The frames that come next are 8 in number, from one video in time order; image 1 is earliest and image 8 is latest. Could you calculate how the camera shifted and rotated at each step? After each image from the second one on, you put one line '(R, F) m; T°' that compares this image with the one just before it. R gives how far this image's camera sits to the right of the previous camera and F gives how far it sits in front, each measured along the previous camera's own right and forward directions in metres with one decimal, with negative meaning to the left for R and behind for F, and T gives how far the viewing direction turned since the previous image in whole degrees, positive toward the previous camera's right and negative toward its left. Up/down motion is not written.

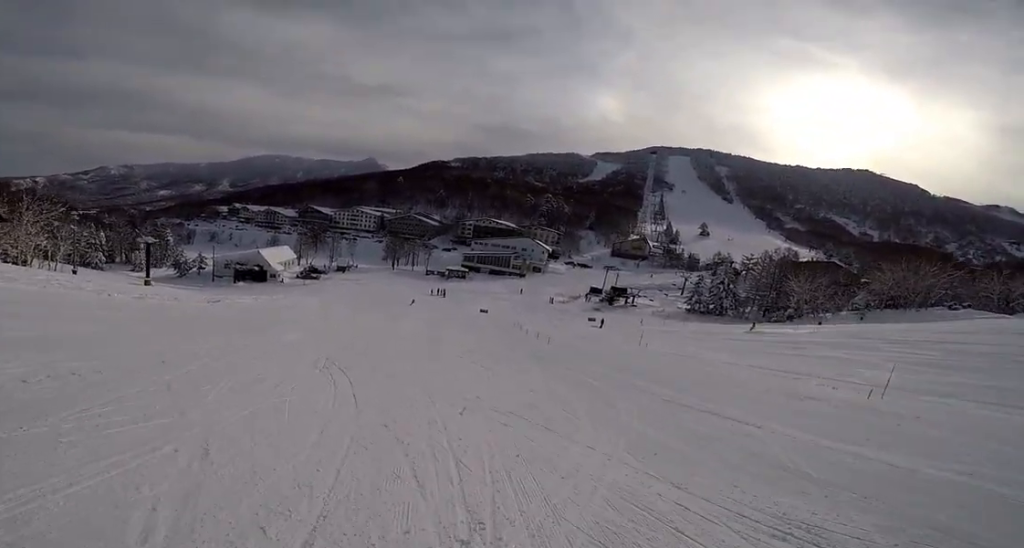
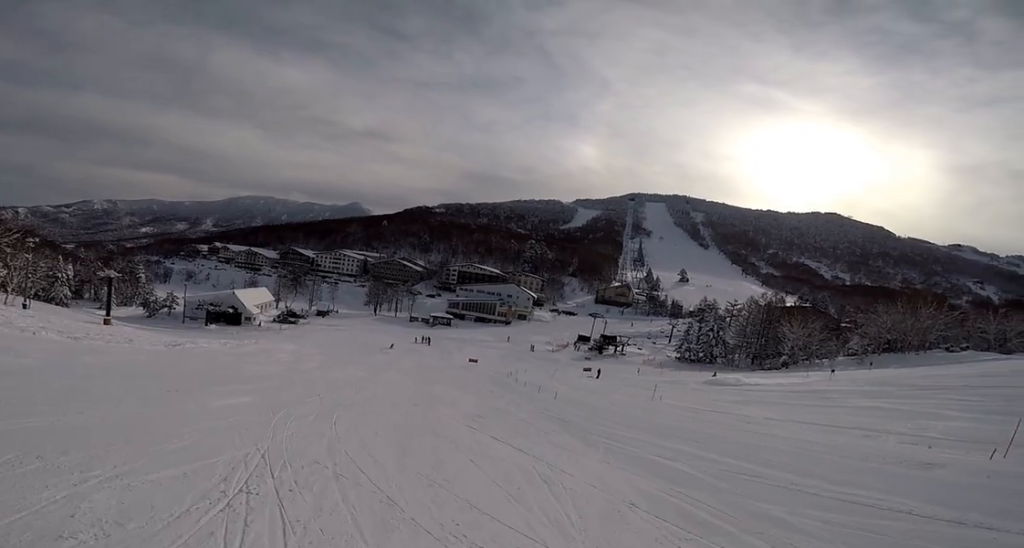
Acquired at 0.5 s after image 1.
(-0.8, +5.2) m; 0°
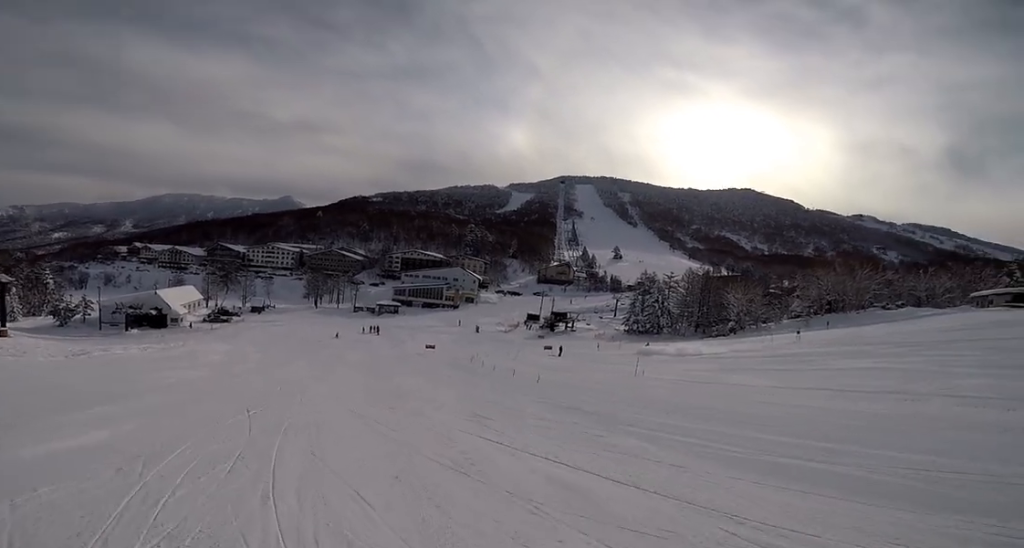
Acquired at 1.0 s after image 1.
(+0.7, +5.0) m; +5°
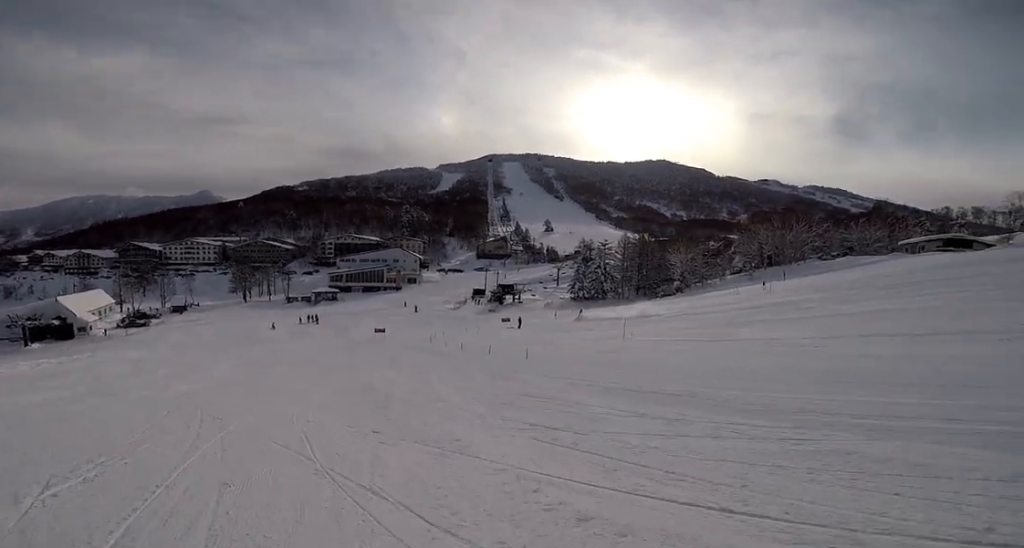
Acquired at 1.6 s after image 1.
(+0.4, +5.8) m; +4°
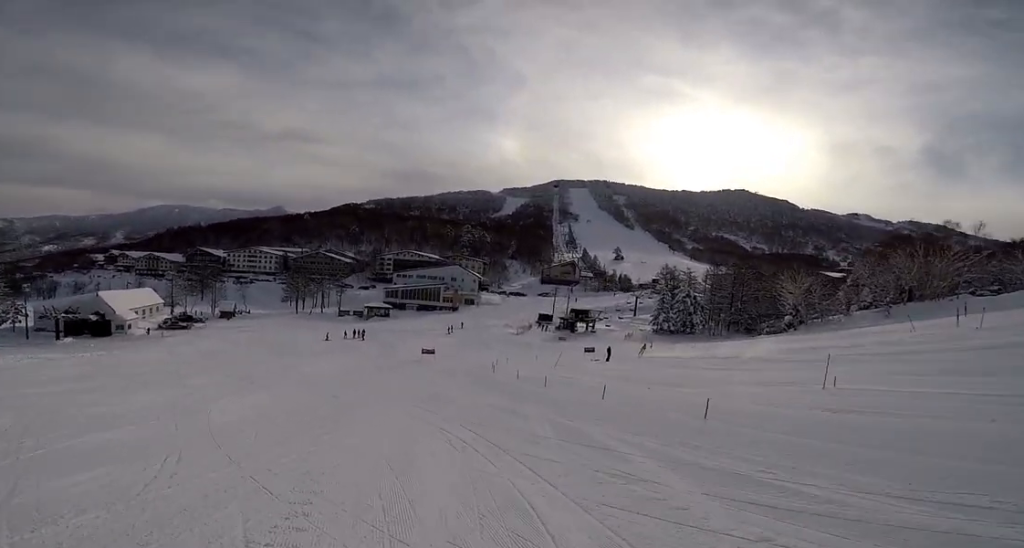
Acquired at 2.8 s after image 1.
(-0.5, +11.6) m; -8°
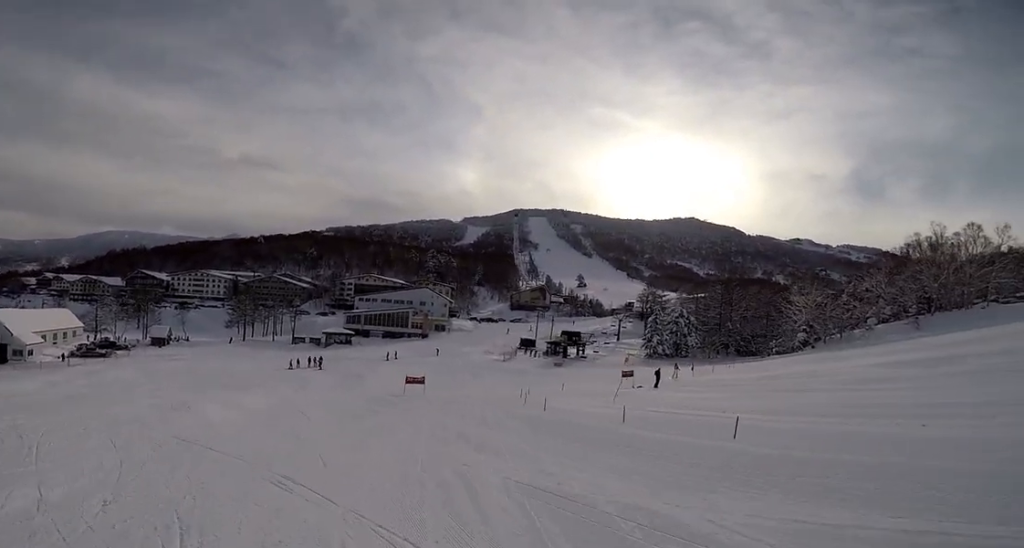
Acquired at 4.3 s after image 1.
(-0.2, +13.8) m; -1°
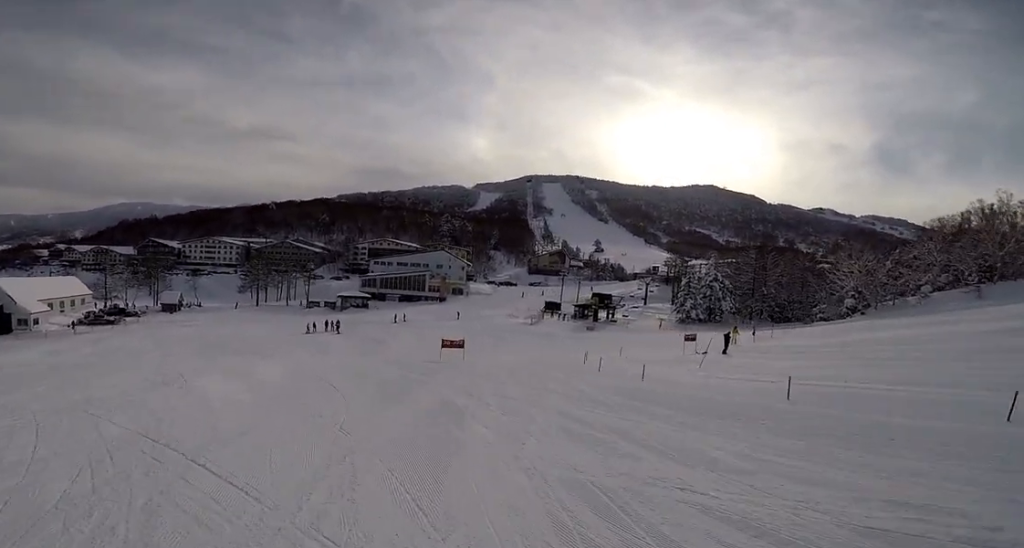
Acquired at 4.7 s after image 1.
(+0.1, +4.4) m; +2°
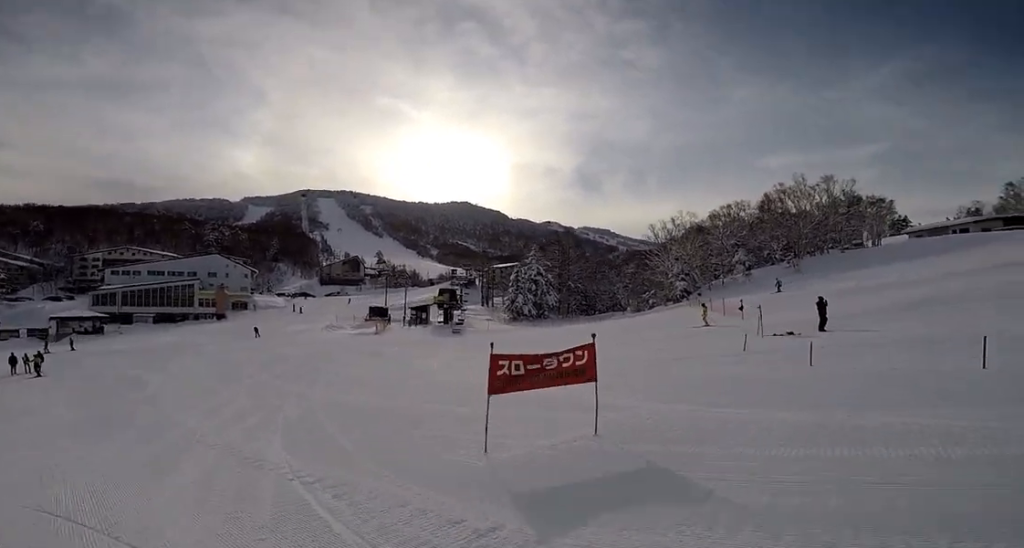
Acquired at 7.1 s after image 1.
(+6.2, +19.3) m; +38°
